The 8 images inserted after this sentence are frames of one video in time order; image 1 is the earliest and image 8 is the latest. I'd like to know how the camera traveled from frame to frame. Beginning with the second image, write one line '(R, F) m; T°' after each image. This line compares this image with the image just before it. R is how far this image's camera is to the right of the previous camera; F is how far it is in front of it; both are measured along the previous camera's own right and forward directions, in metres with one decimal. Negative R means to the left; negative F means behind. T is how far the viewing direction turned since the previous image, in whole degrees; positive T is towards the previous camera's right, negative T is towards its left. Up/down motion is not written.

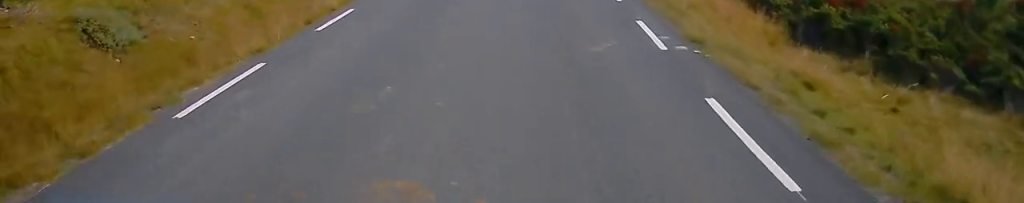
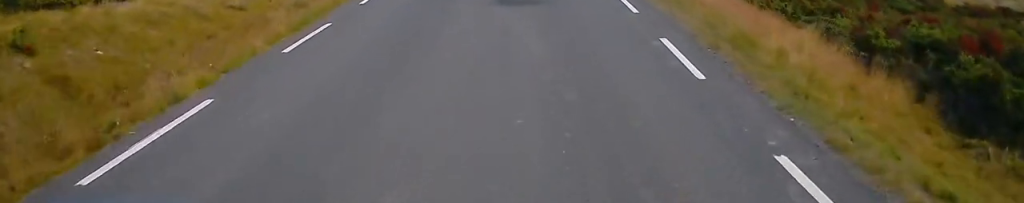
(0.0, +8.3) m; 0°
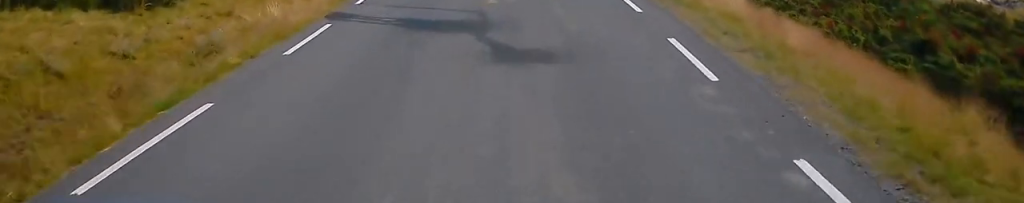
(-0.2, +6.4) m; -1°
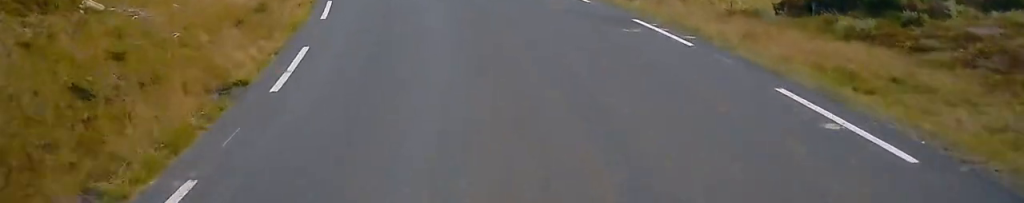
(-1.0, +33.5) m; -8°
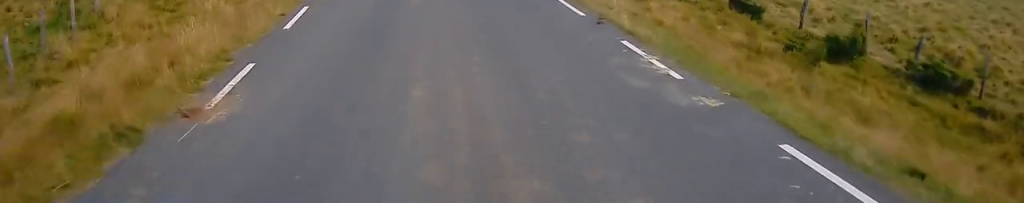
(-1.4, +19.8) m; -9°
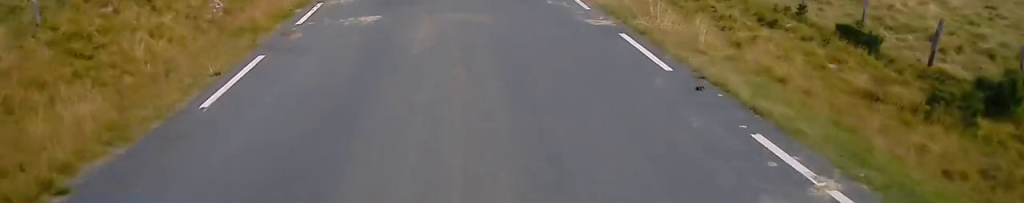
(-0.4, +5.5) m; -3°
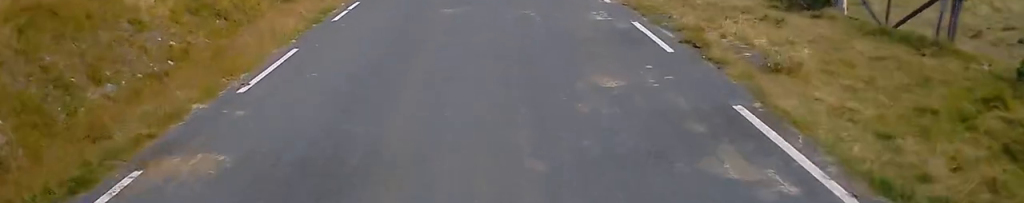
(-0.3, +11.2) m; -4°
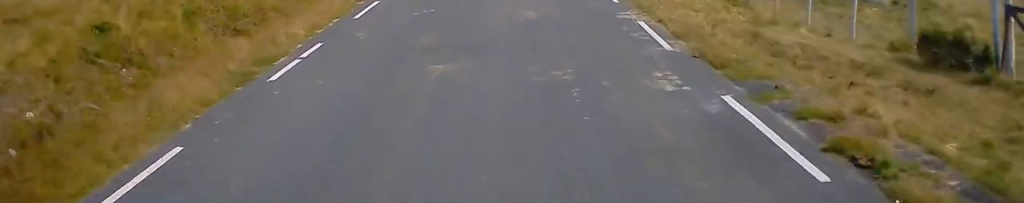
(0.0, +5.2) m; -1°
